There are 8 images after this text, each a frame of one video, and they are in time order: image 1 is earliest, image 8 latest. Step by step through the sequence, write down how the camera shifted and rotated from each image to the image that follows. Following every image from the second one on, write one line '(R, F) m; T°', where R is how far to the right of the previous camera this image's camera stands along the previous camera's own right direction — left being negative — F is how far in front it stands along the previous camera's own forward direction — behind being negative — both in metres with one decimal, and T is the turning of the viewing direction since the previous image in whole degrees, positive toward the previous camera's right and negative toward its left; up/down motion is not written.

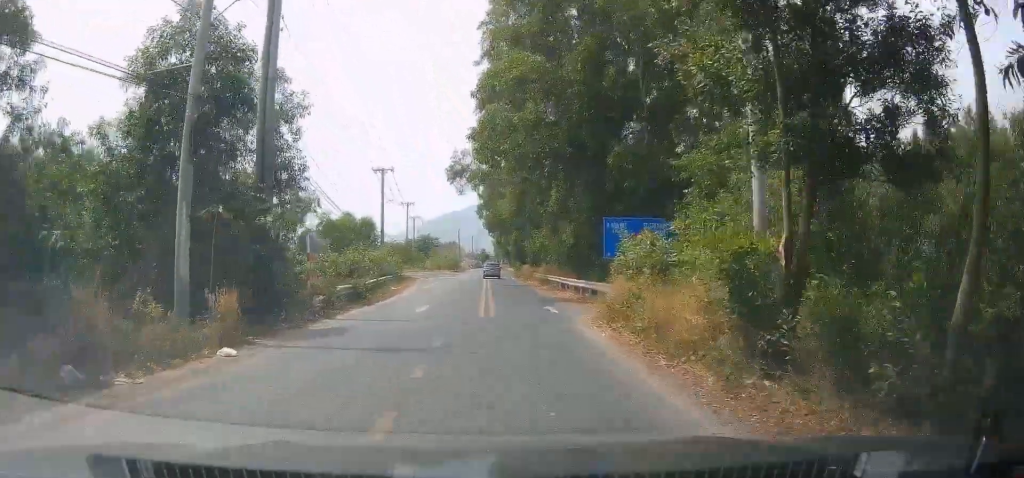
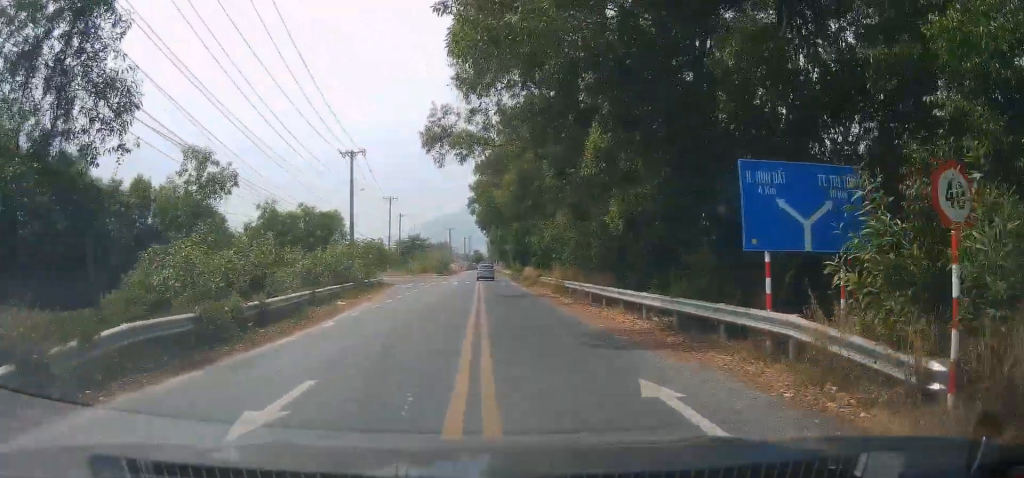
(0.0, +14.4) m; -1°
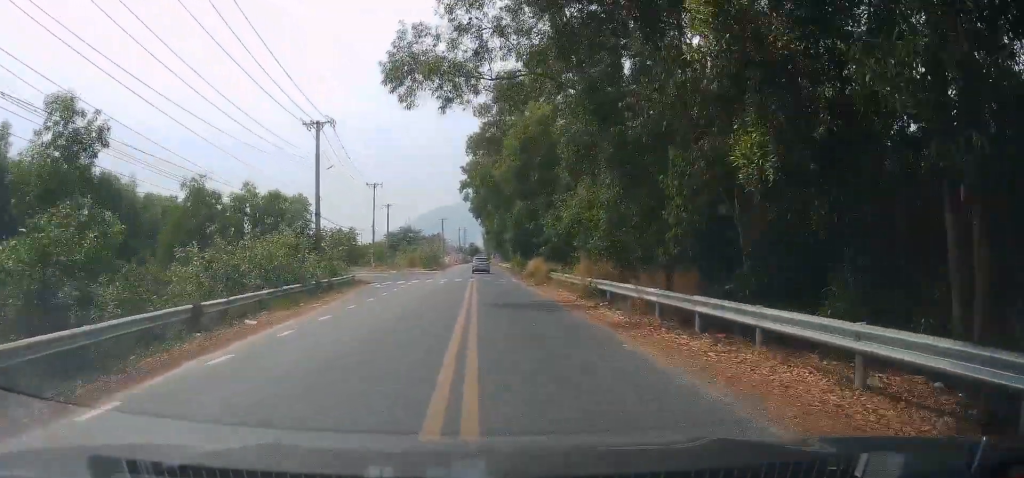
(-0.4, +11.7) m; +1°
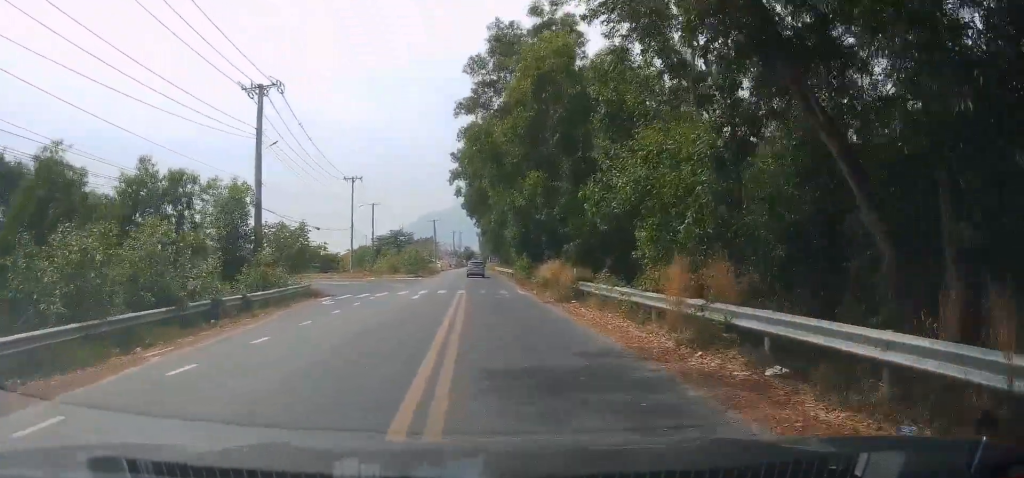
(+0.8, +13.7) m; +1°
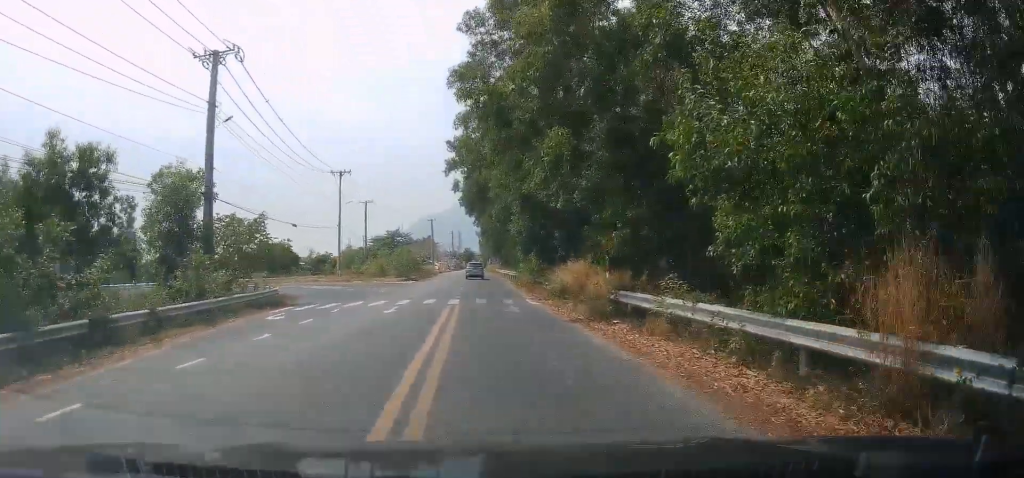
(0.0, +7.3) m; -1°
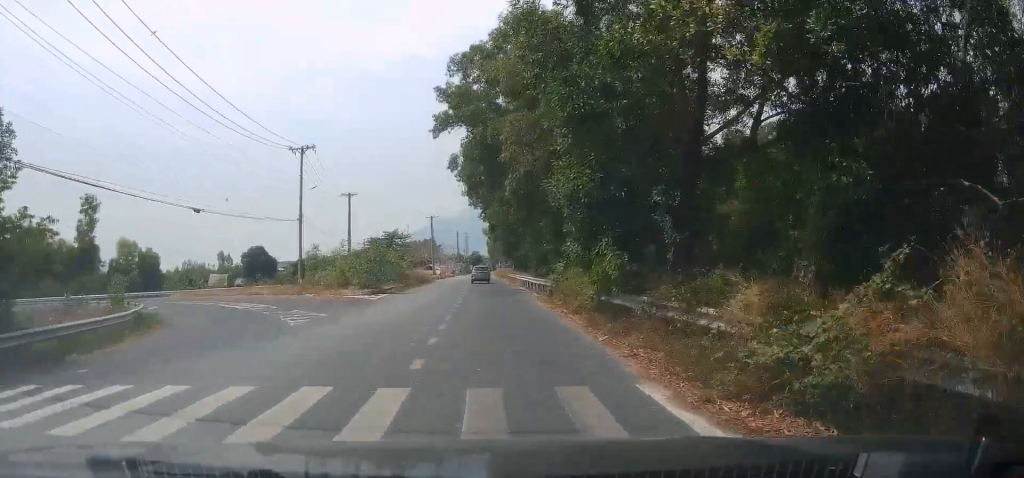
(-0.9, +19.8) m; -2°
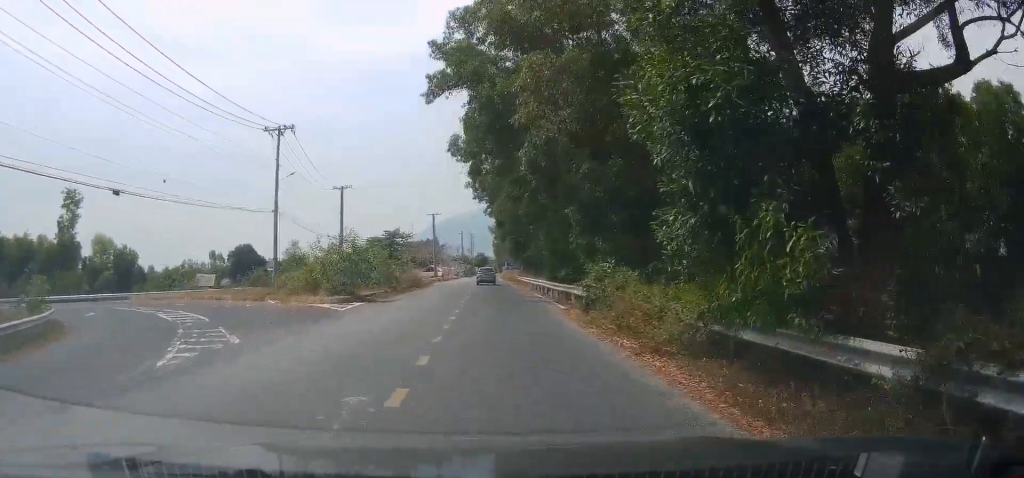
(0.0, +8.5) m; +1°
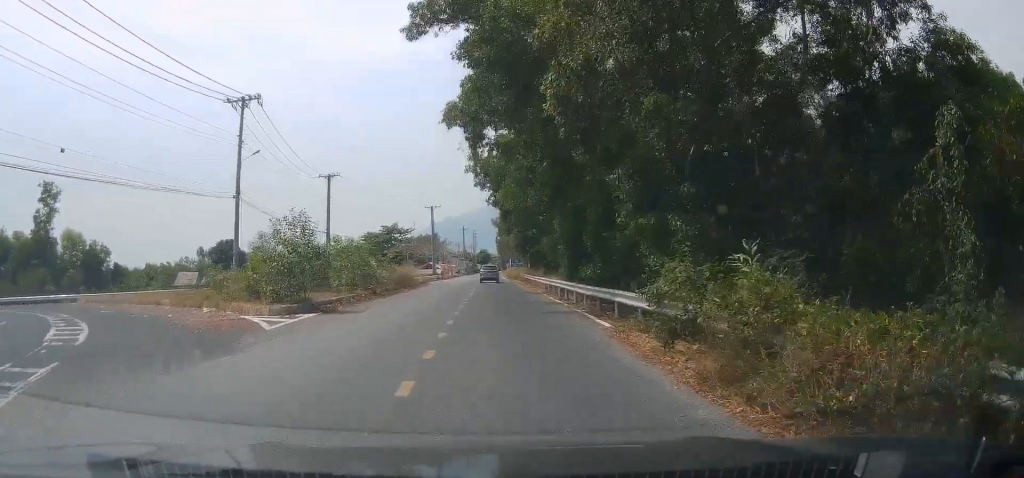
(+0.2, +9.0) m; +1°
